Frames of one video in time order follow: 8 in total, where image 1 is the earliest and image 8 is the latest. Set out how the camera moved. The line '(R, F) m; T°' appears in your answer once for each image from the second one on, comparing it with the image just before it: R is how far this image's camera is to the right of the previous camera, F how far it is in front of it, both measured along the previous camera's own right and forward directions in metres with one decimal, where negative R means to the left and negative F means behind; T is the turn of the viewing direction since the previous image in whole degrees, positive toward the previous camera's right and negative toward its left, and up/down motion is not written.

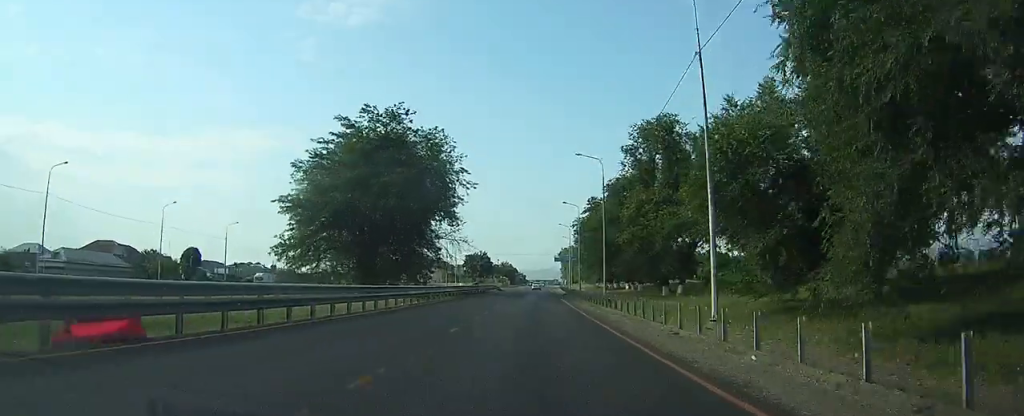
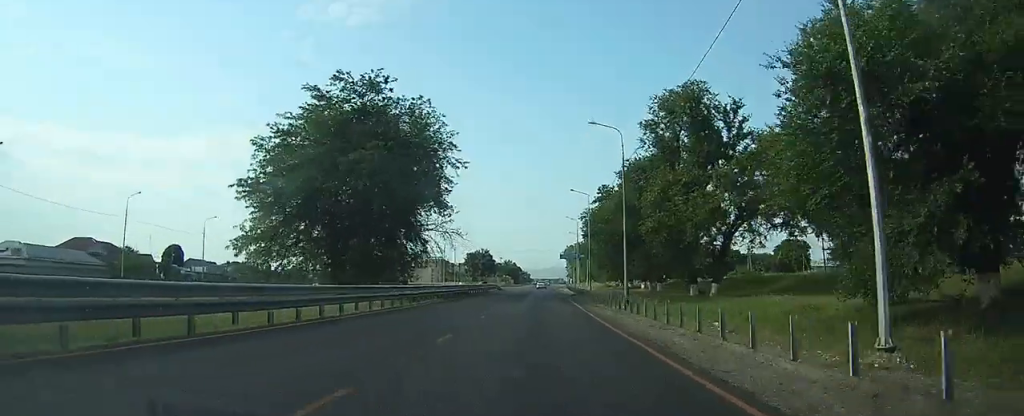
(-0.6, +9.6) m; -1°
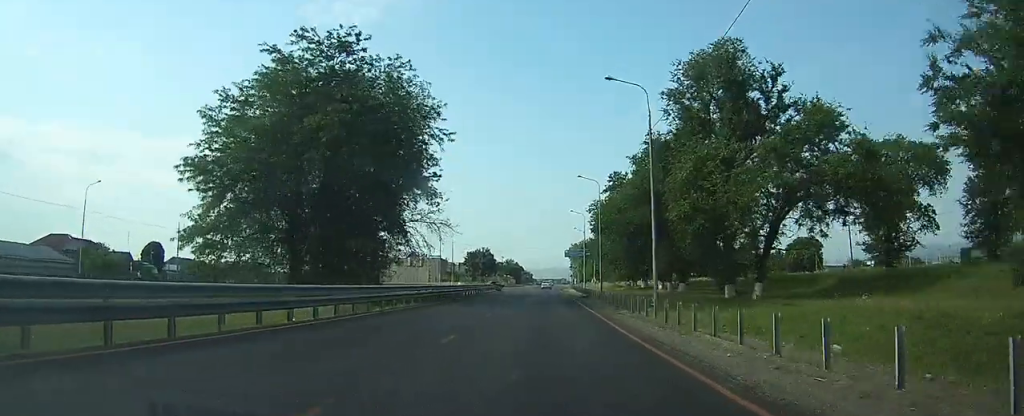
(+0.8, +9.0) m; +3°
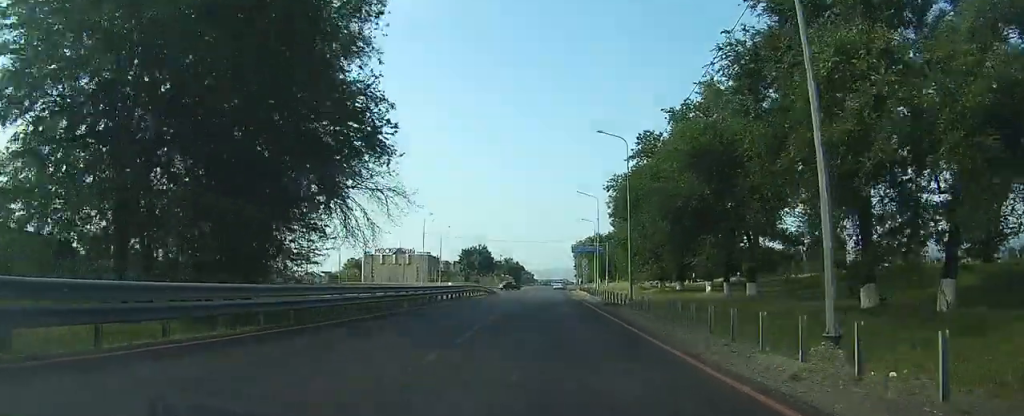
(+0.7, +18.6) m; +2°
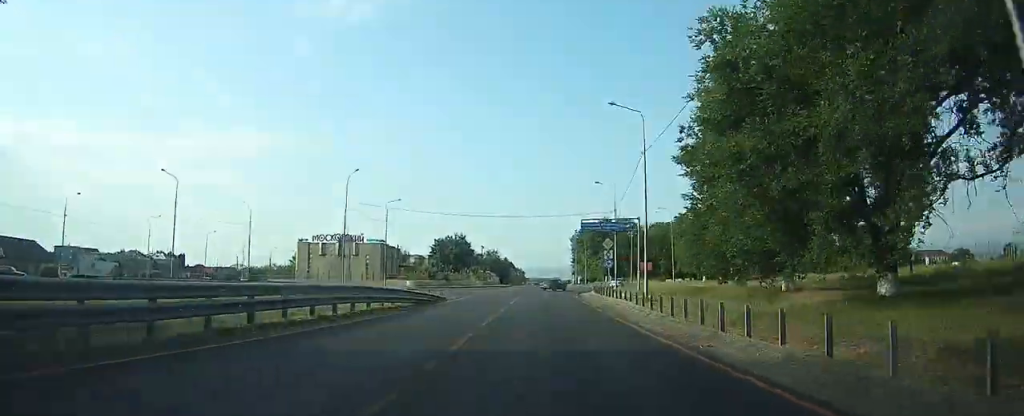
(0.0, +36.9) m; 0°
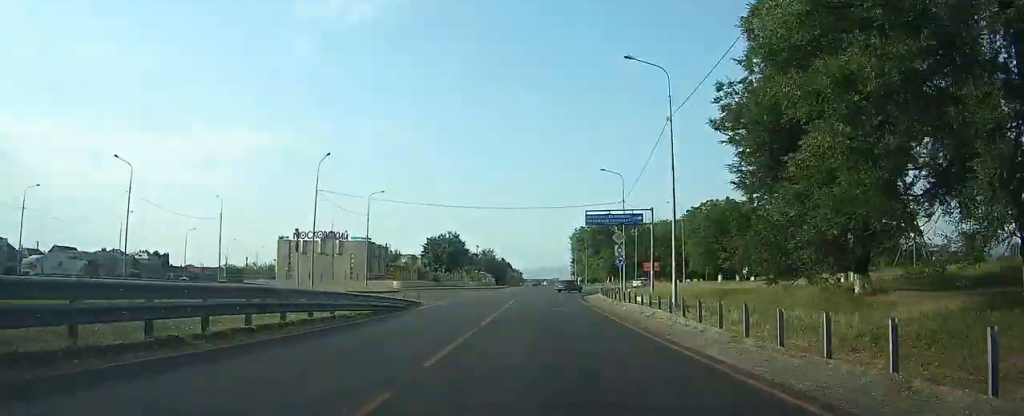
(0.0, +8.2) m; 0°
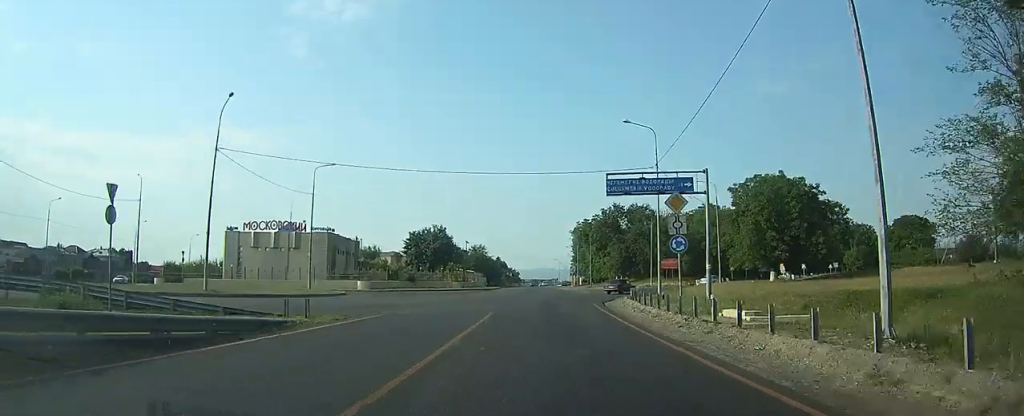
(0.0, +18.0) m; +1°
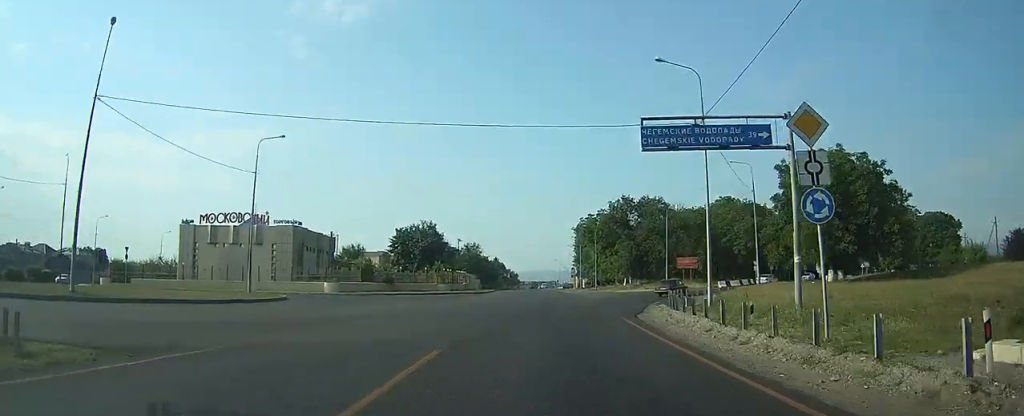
(+0.1, +12.2) m; 0°
